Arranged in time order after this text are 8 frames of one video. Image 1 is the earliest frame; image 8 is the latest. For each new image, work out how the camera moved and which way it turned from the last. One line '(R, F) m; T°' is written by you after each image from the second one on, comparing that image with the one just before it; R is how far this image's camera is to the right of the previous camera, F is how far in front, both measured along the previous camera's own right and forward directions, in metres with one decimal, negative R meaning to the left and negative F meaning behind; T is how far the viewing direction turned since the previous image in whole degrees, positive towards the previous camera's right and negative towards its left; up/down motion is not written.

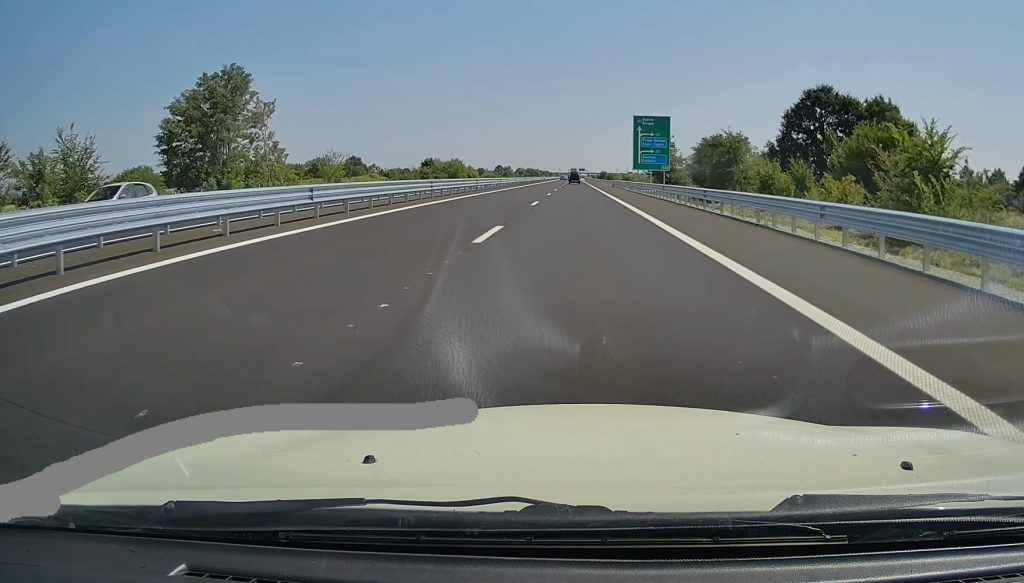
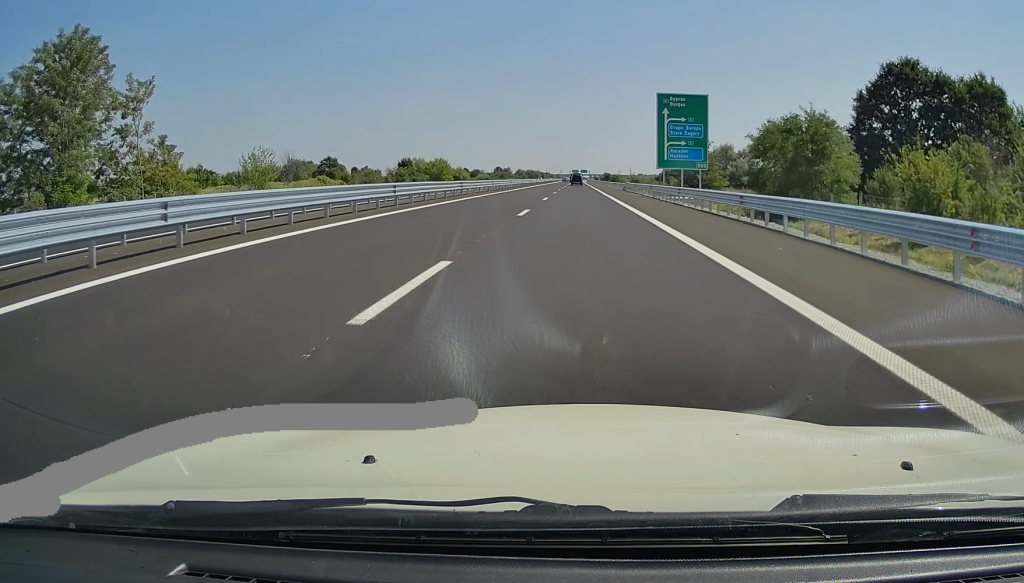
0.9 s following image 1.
(0.0, +23.1) m; 0°
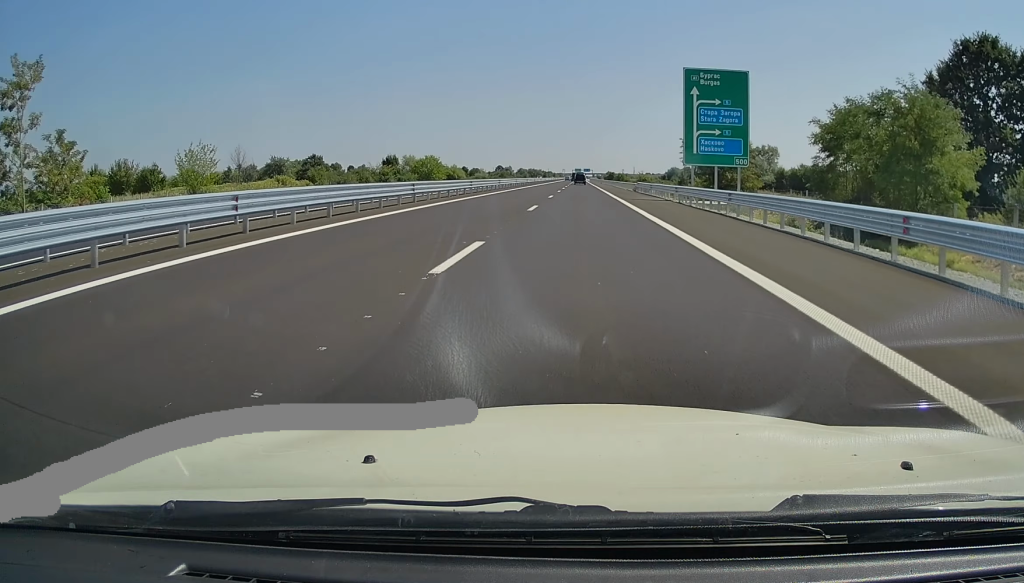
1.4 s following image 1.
(+0.1, +13.3) m; 0°
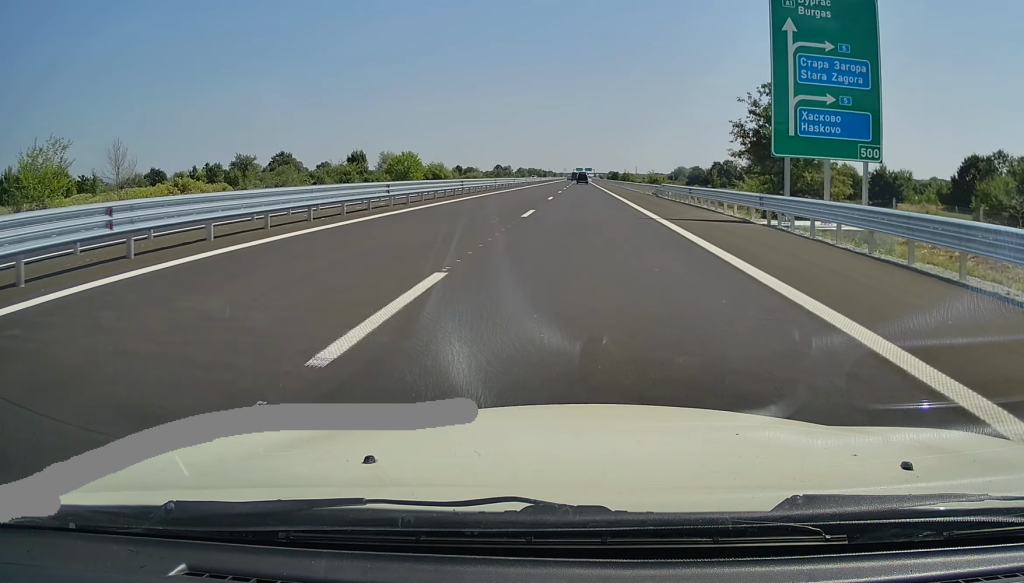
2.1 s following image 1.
(0.0, +20.4) m; -1°
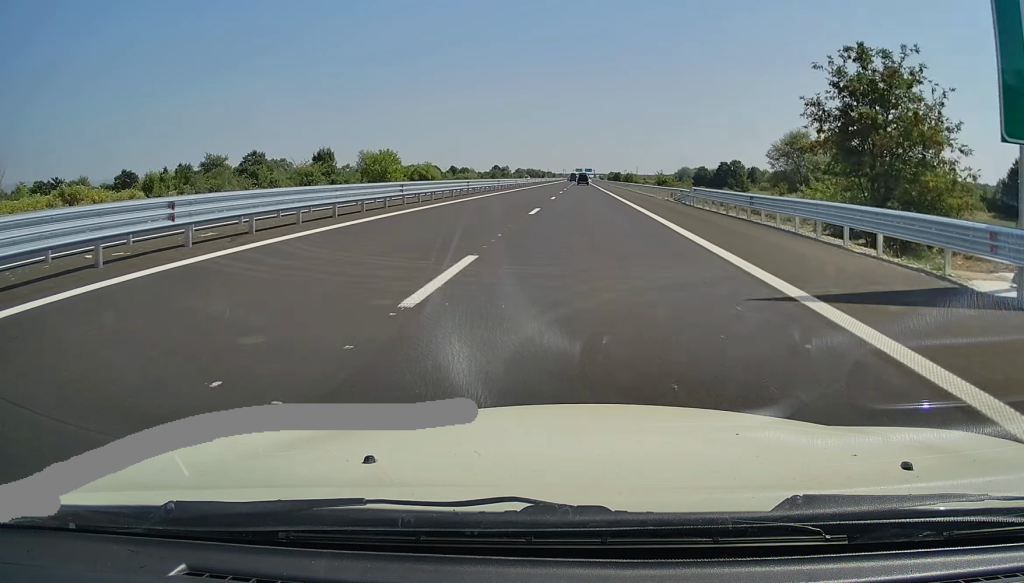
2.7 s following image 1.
(-0.1, +14.2) m; 0°
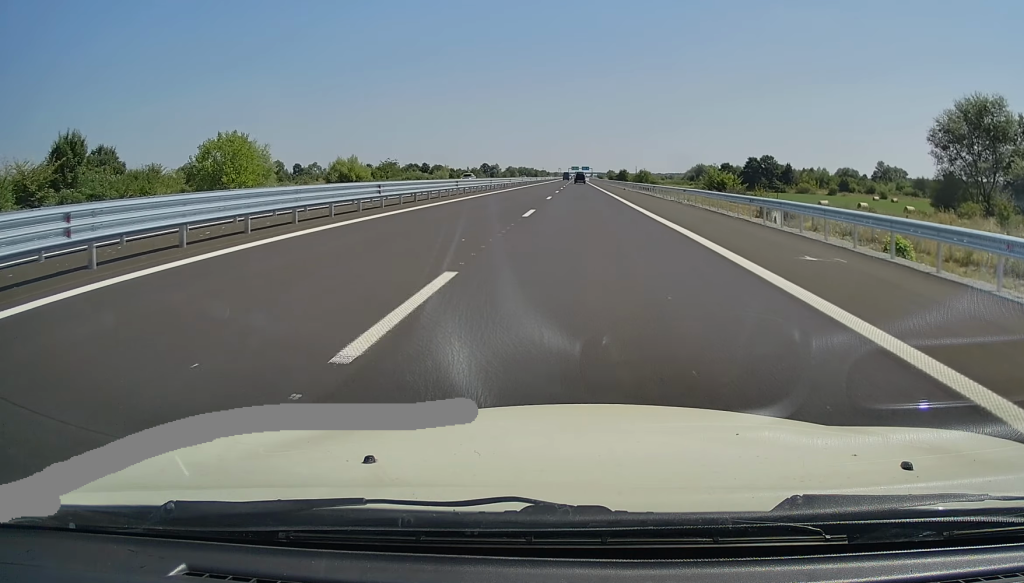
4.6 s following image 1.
(+0.2, +50.6) m; 0°
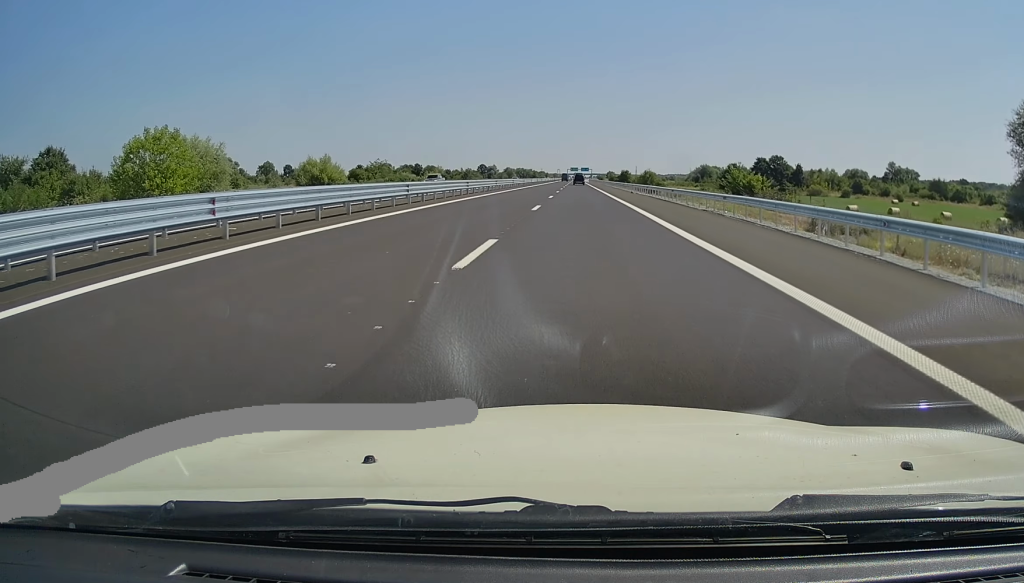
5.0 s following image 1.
(-0.2, +11.6) m; 0°
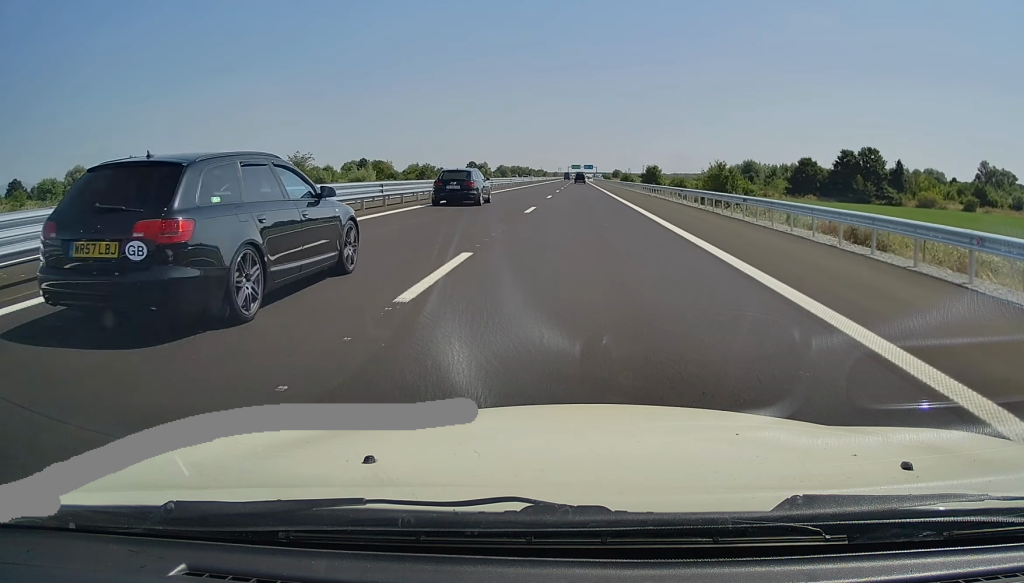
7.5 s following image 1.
(+0.4, +67.8) m; +1°
